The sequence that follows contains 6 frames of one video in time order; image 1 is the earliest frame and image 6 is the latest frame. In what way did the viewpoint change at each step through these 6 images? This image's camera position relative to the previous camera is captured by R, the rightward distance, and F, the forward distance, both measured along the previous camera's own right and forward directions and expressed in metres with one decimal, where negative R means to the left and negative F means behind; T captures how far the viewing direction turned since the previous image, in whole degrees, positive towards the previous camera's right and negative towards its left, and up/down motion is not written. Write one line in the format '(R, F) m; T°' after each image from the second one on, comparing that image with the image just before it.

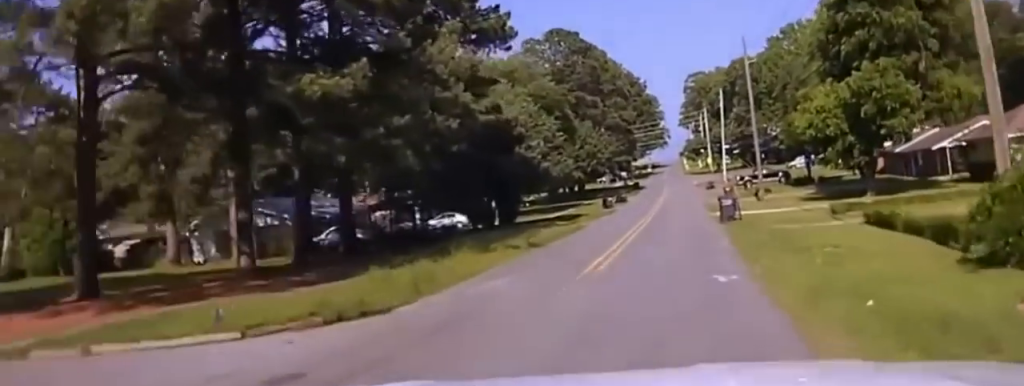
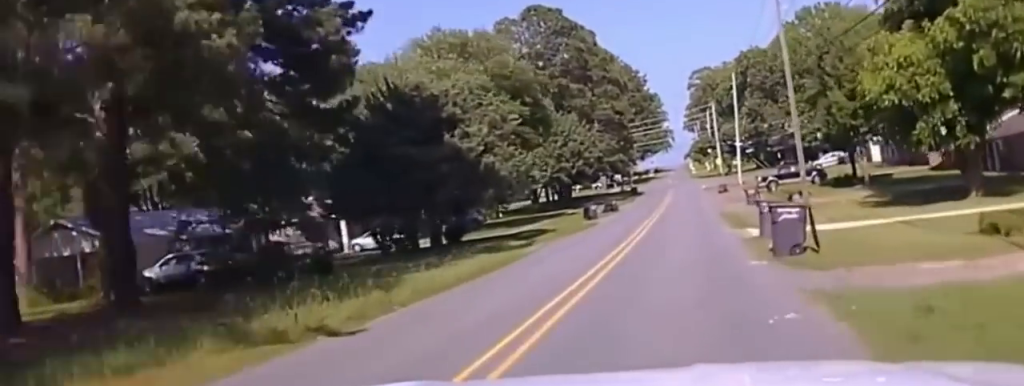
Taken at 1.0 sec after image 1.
(-0.1, +19.7) m; 0°
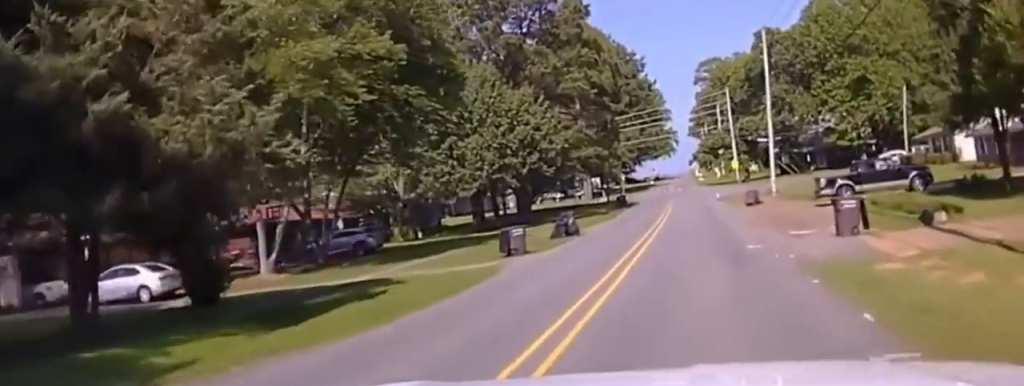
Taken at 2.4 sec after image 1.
(0.0, +29.2) m; -1°
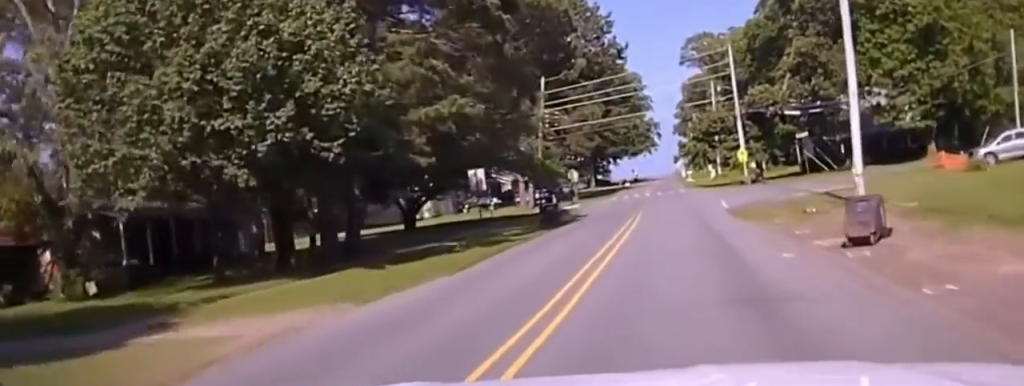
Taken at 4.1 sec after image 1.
(+0.1, +31.7) m; +1°
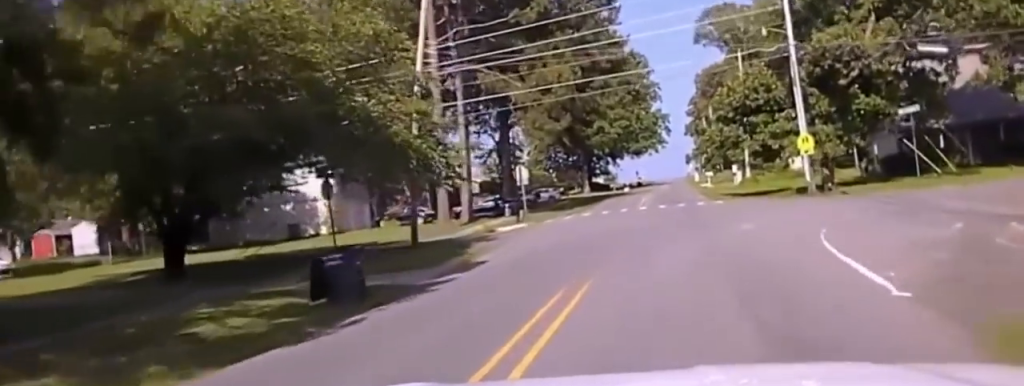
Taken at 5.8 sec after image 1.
(+0.2, +23.7) m; +4°
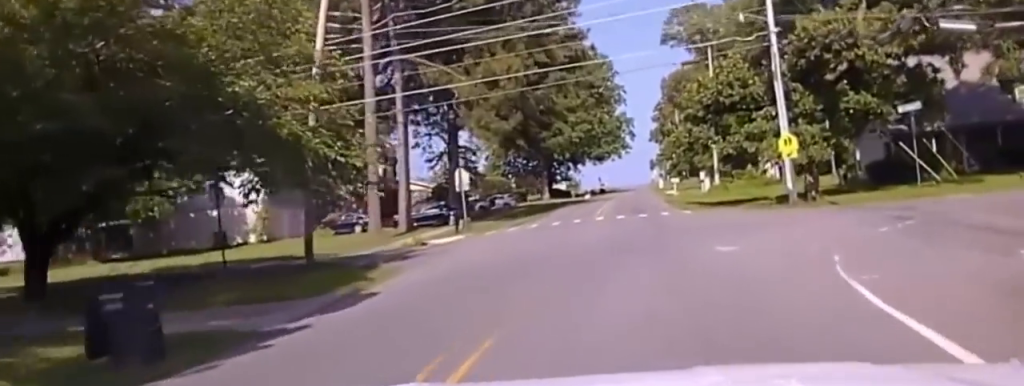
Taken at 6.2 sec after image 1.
(+0.3, +4.8) m; +4°
